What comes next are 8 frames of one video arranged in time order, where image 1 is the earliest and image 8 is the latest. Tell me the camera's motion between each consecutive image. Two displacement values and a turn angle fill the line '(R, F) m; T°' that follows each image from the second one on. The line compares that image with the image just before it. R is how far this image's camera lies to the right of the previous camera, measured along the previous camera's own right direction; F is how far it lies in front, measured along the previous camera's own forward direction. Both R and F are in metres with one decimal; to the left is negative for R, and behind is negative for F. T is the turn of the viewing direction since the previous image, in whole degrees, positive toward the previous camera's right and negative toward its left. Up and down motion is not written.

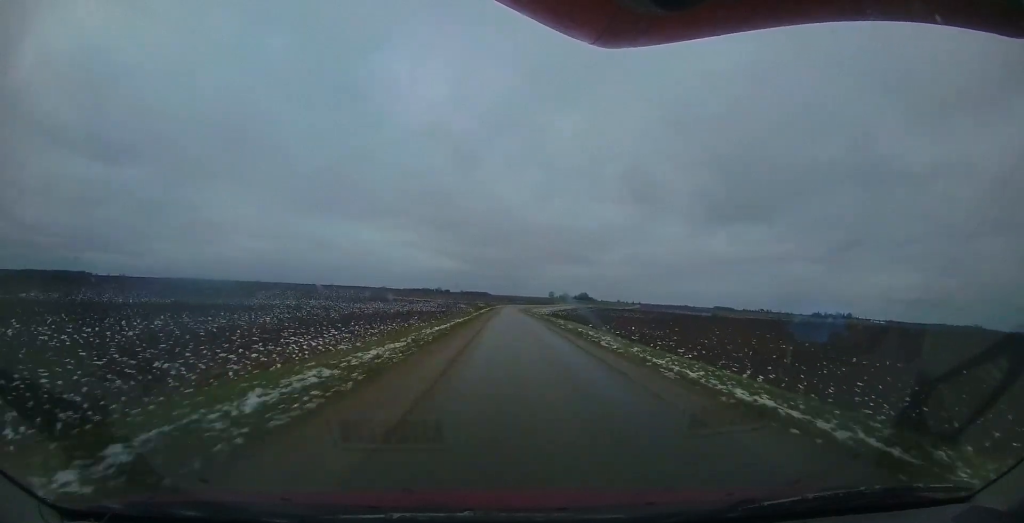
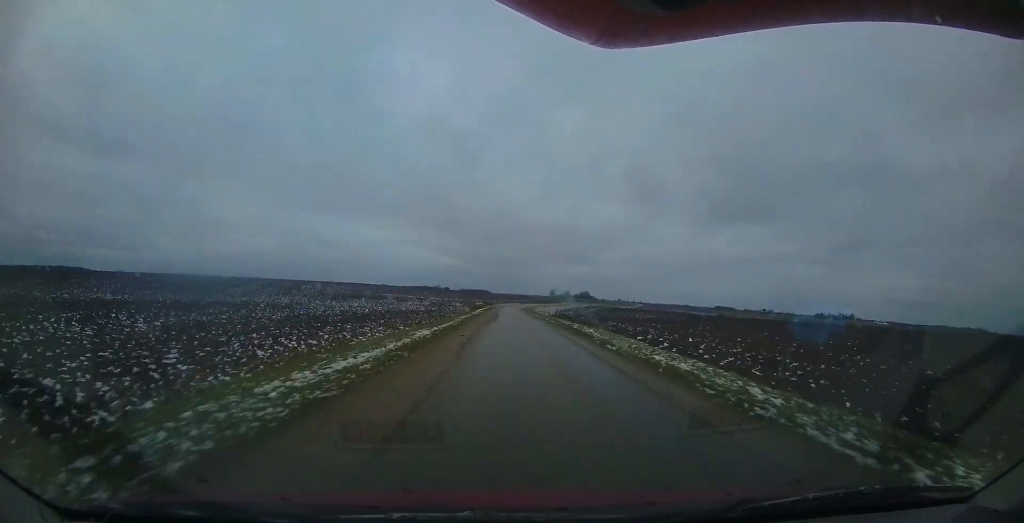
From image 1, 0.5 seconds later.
(0.0, +11.5) m; 0°
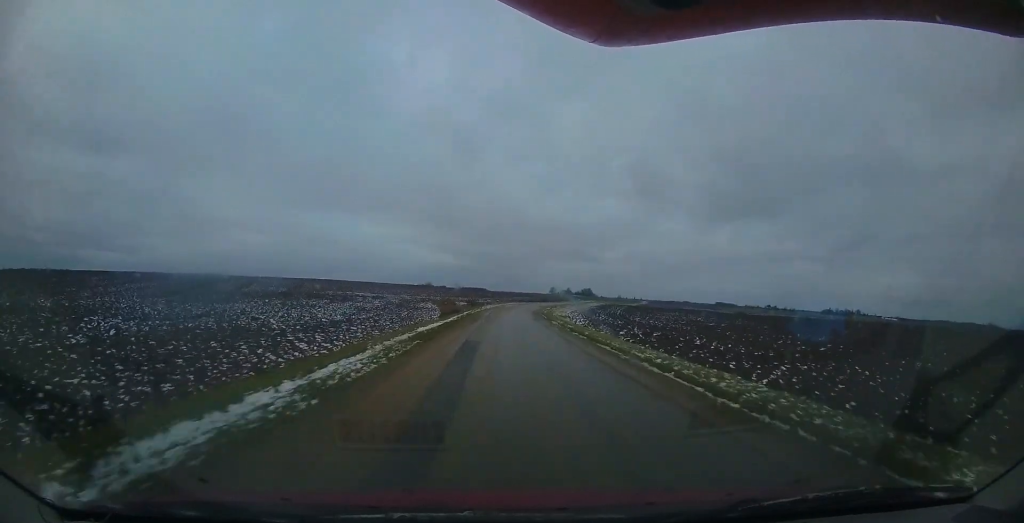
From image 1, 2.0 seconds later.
(-0.2, +36.9) m; 0°
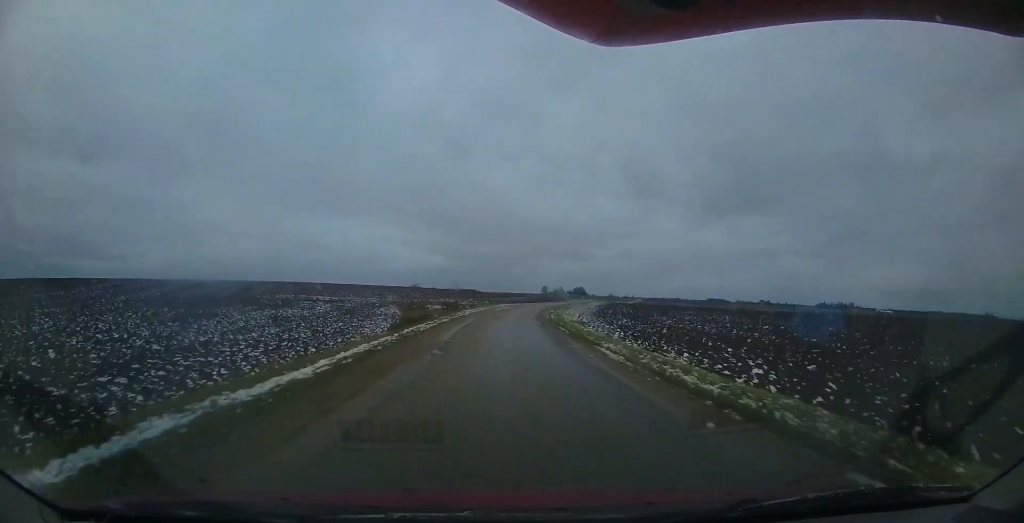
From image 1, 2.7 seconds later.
(0.0, +16.9) m; 0°
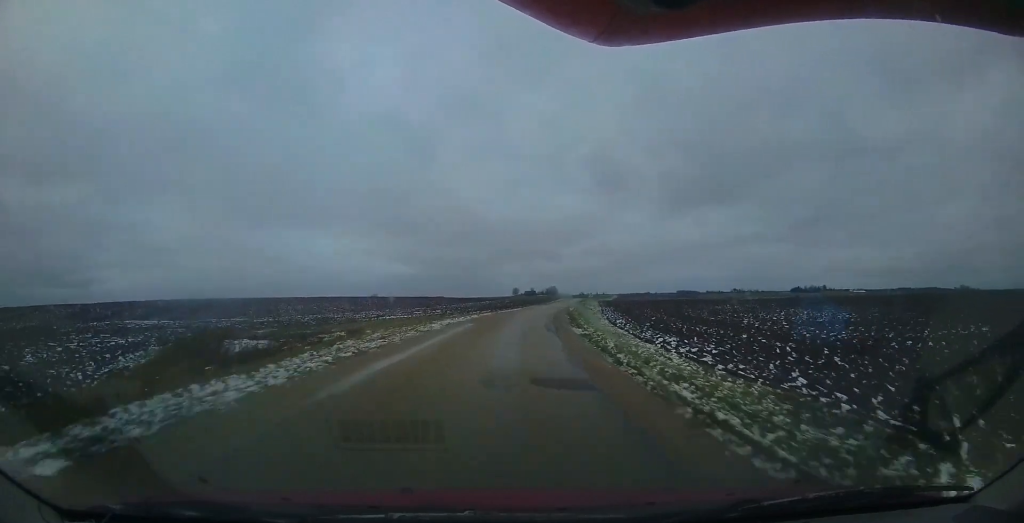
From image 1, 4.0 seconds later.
(+0.3, +31.9) m; +2°
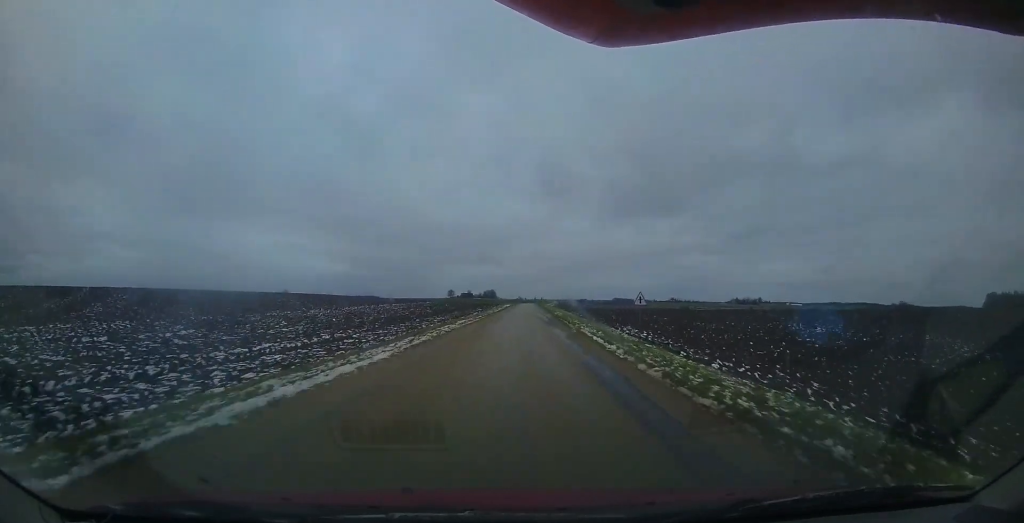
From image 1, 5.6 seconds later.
(+2.2, +36.7) m; +8°
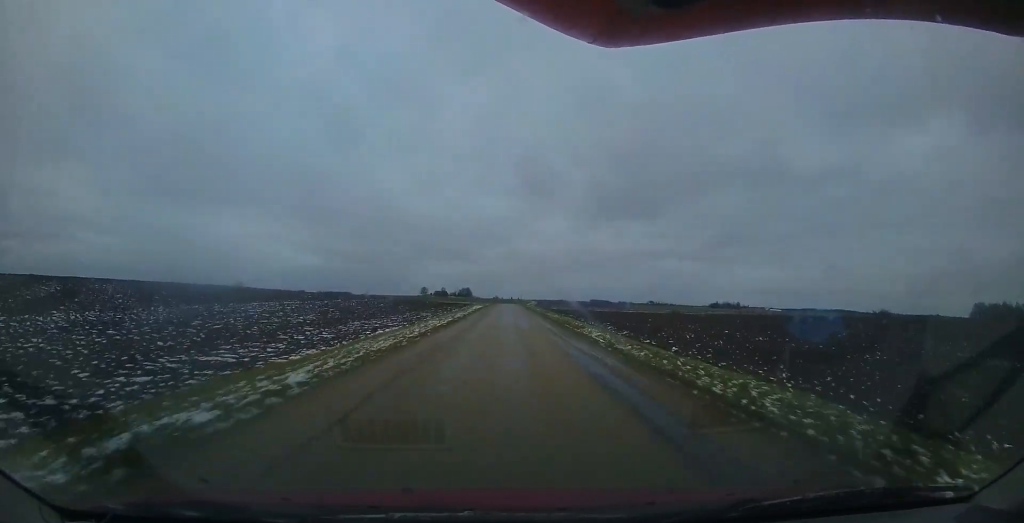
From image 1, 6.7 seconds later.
(+1.4, +25.5) m; +7°
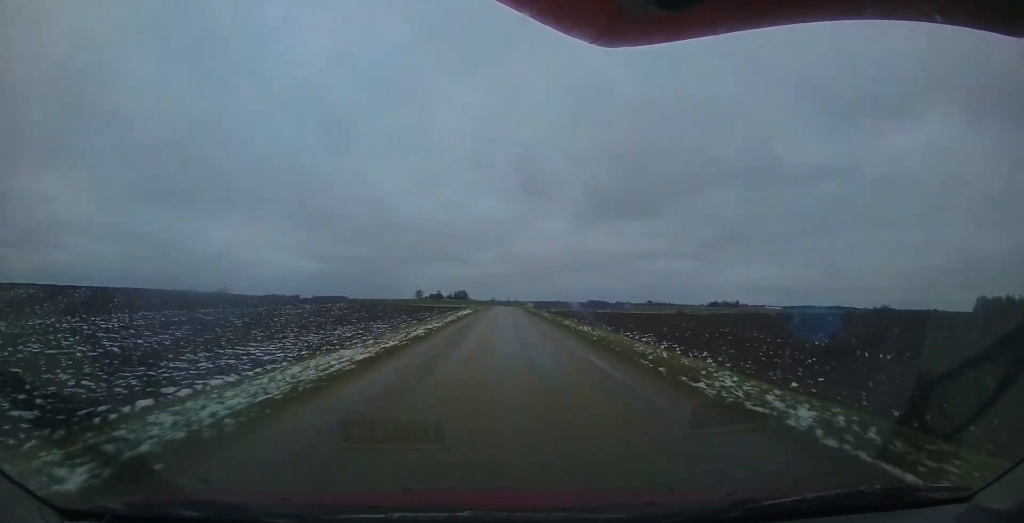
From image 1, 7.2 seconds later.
(-0.1, +11.6) m; +3°
